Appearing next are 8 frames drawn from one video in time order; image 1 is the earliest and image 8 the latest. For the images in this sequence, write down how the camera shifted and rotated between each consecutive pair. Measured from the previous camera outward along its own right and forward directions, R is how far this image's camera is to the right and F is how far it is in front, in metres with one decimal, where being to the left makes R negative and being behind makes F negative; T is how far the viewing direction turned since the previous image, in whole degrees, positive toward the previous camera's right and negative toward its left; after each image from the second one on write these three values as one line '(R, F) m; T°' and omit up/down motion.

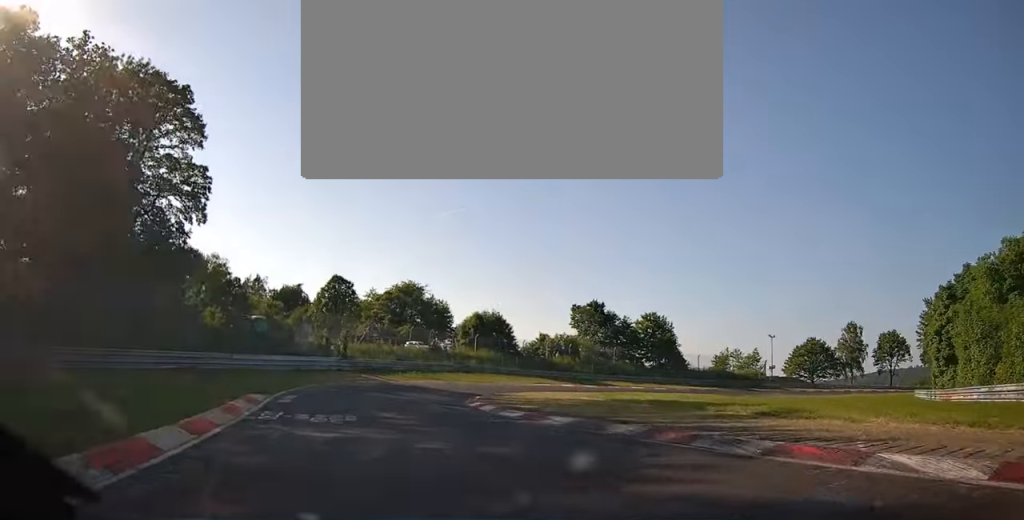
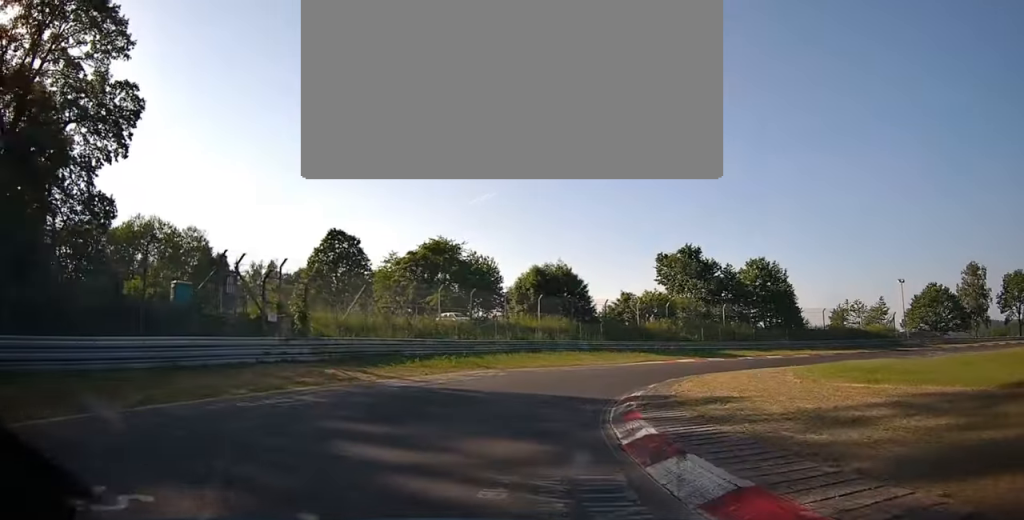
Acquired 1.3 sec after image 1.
(-3.0, +23.2) m; -6°
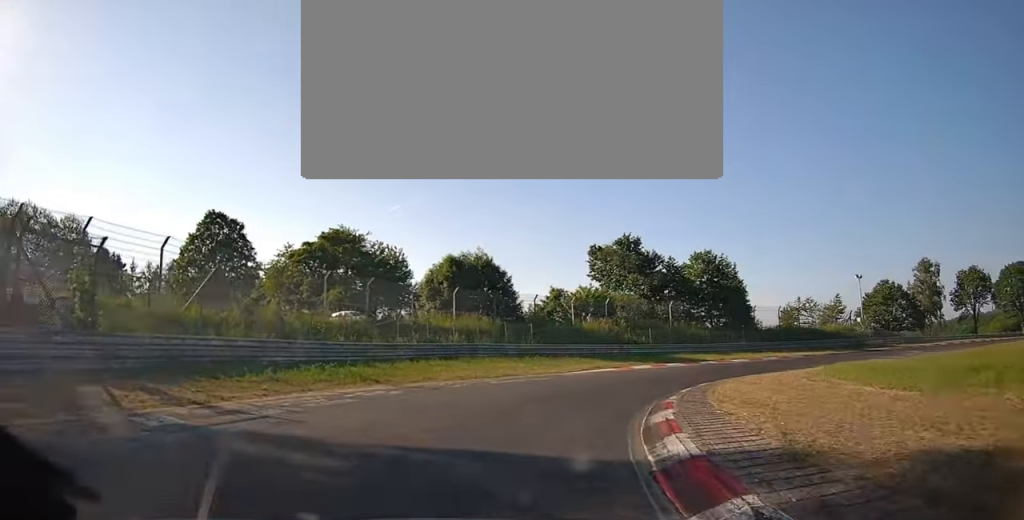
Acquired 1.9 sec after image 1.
(+0.5, +9.2) m; +12°
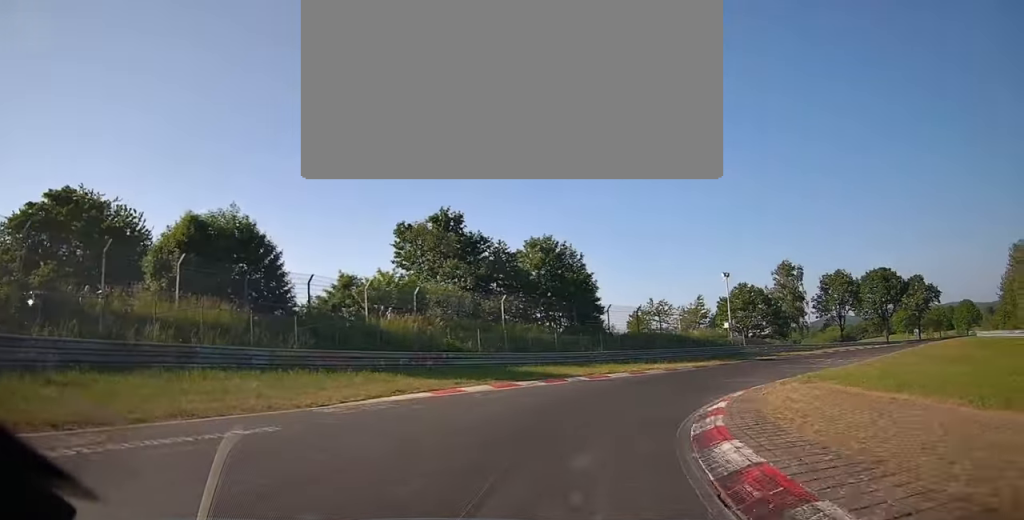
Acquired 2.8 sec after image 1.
(+2.6, +13.8) m; +23°
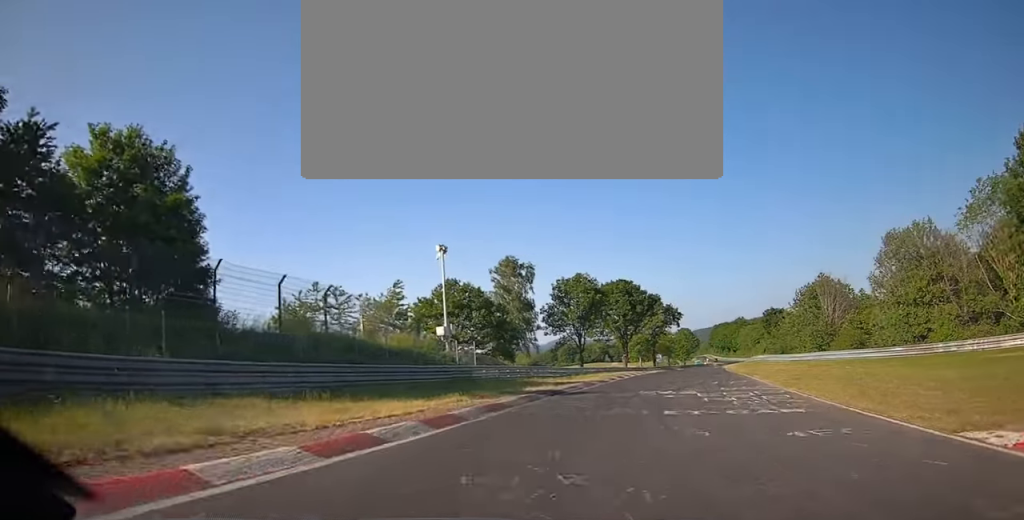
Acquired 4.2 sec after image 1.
(+8.2, +27.7) m; +33°
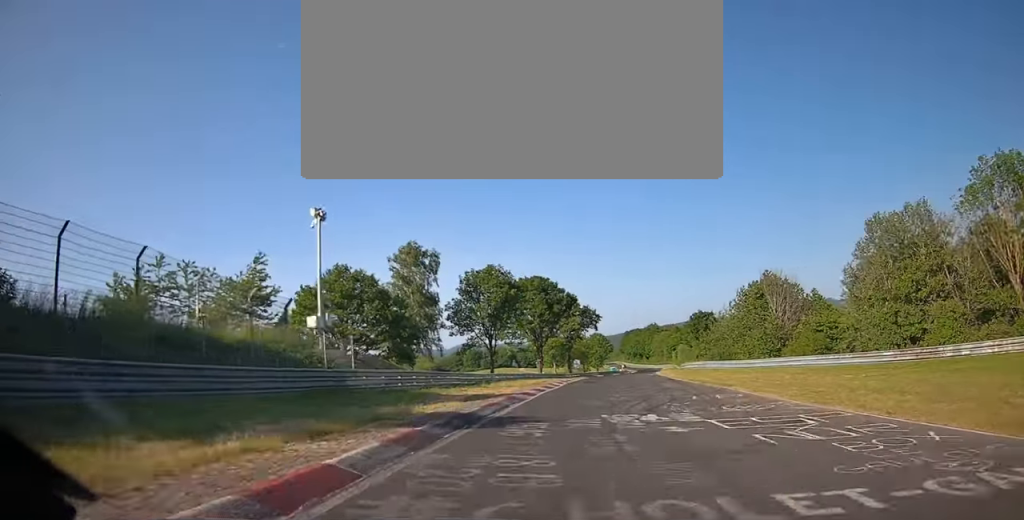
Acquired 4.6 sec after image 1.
(+1.6, +11.4) m; +7°
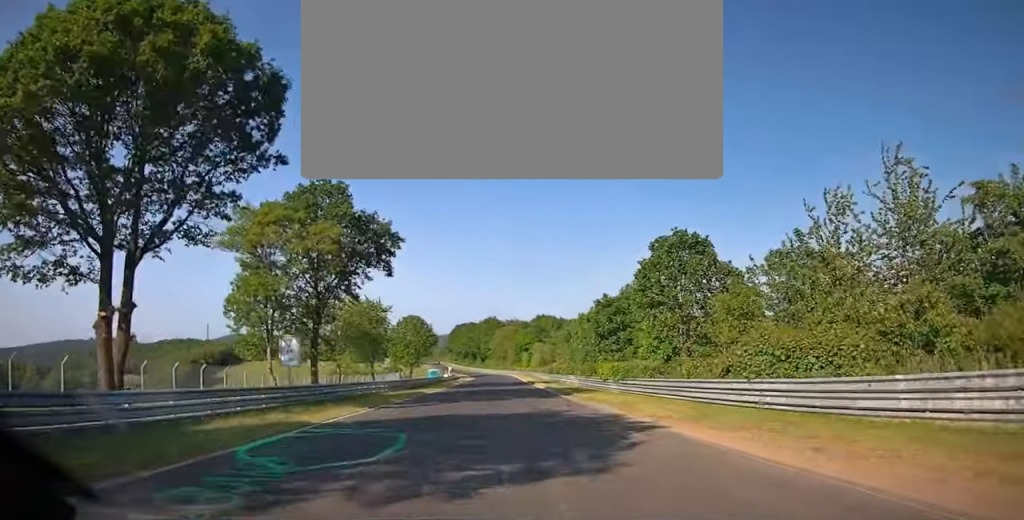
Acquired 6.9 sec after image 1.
(+15.6, +72.1) m; +15°
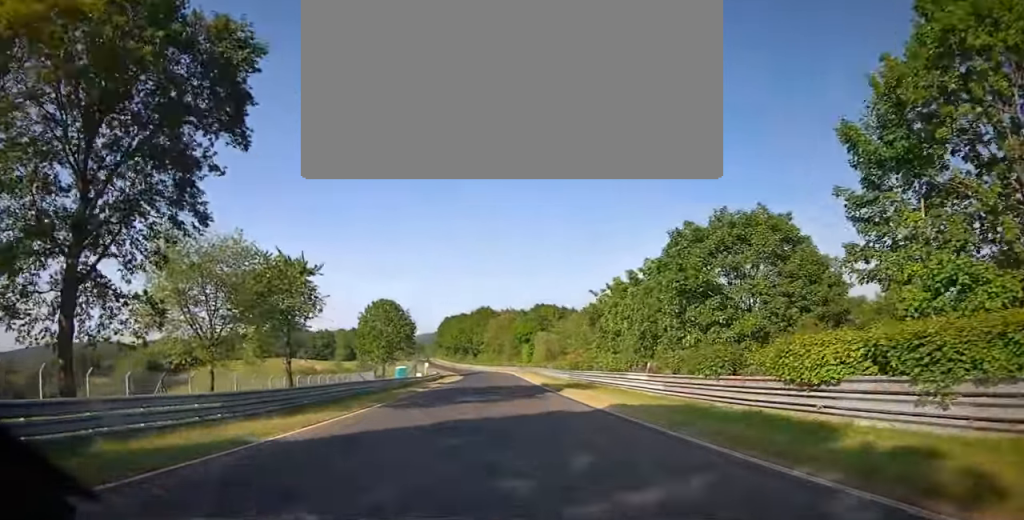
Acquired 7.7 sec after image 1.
(+0.1, +26.9) m; -1°
